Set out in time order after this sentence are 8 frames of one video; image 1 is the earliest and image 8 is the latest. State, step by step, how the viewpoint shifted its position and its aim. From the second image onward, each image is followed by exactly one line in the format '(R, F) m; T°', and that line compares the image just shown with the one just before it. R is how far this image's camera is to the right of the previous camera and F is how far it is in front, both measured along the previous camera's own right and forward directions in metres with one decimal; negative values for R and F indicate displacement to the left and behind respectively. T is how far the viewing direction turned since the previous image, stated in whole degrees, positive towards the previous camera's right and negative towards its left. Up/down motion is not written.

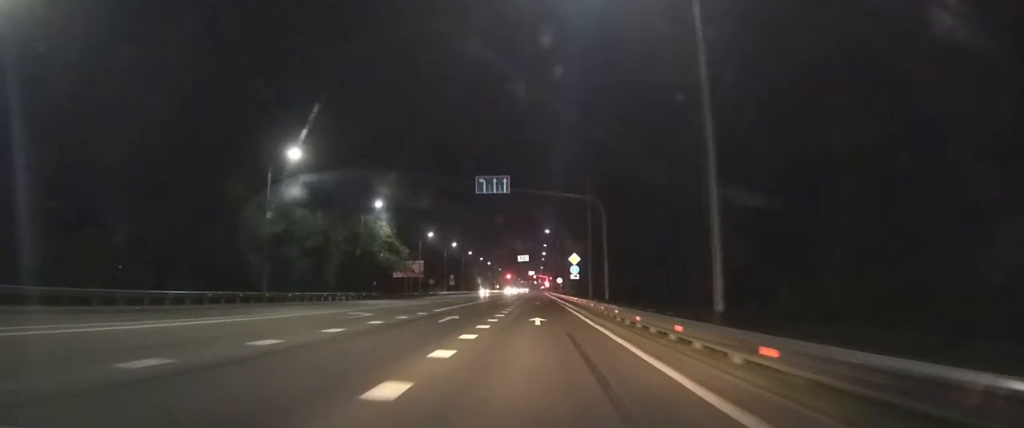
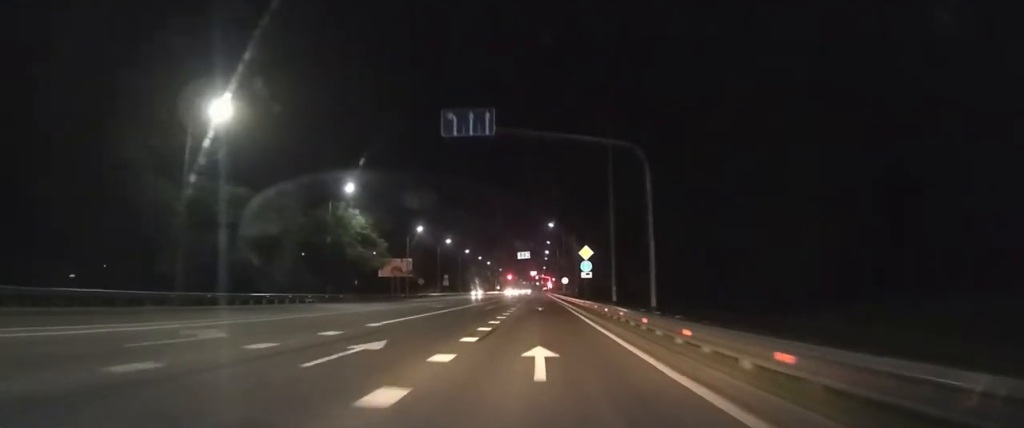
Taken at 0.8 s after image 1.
(+0.1, +12.0) m; 0°
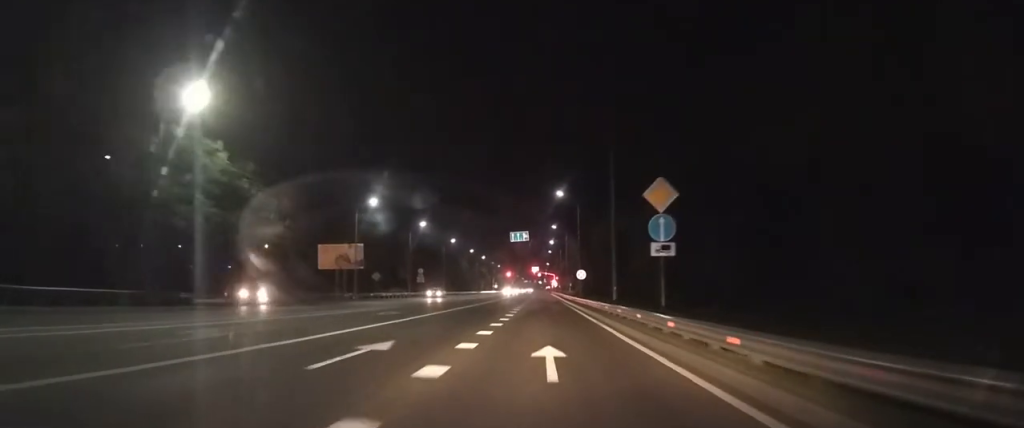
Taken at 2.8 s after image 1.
(-0.1, +29.2) m; 0°
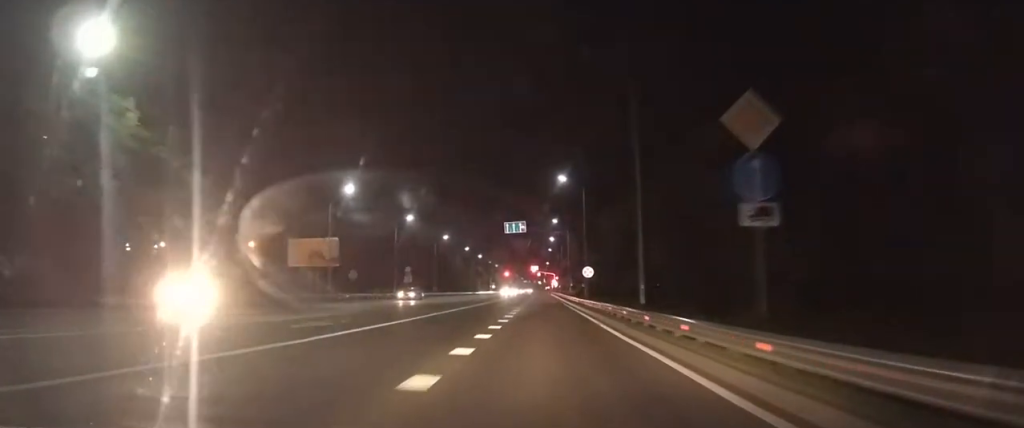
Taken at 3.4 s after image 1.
(0.0, +8.8) m; 0°
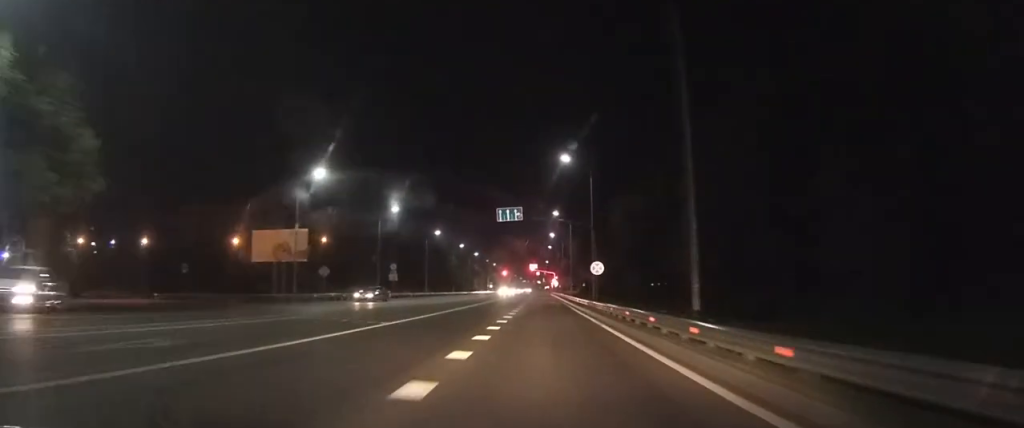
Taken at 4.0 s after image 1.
(0.0, +8.4) m; 0°
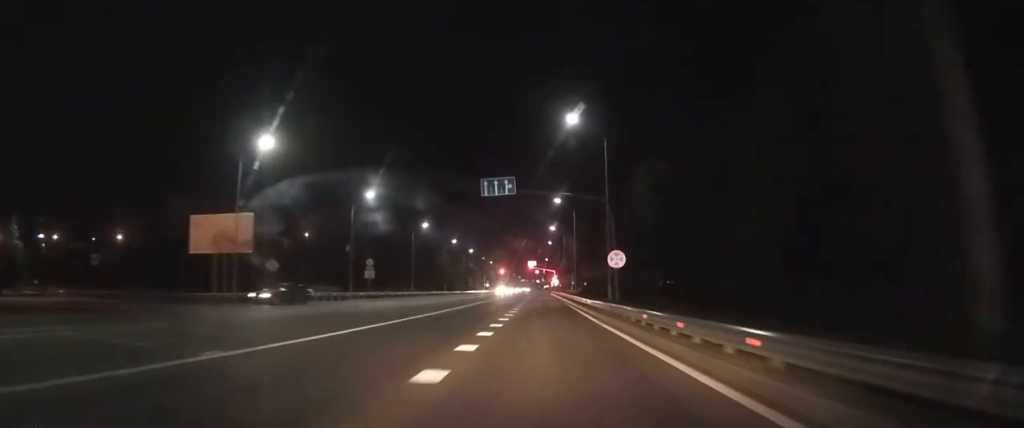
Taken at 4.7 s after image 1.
(-0.1, +10.8) m; 0°
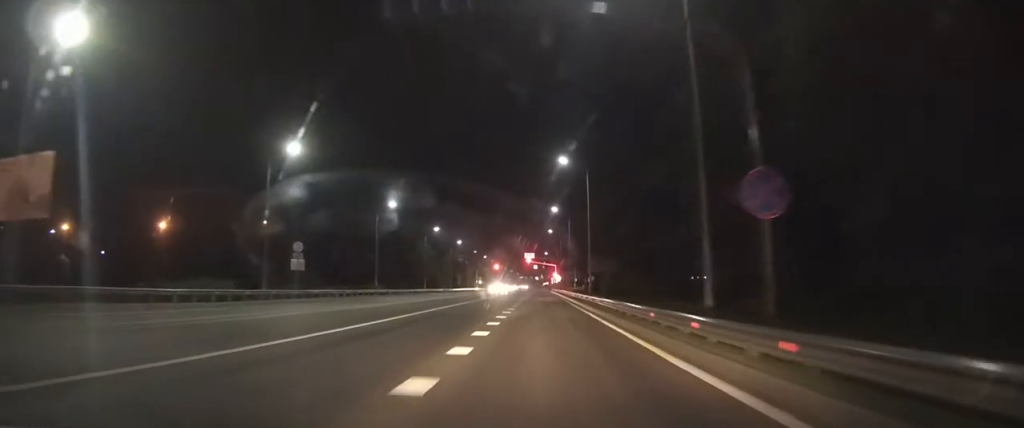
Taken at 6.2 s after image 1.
(-0.1, +21.1) m; -1°
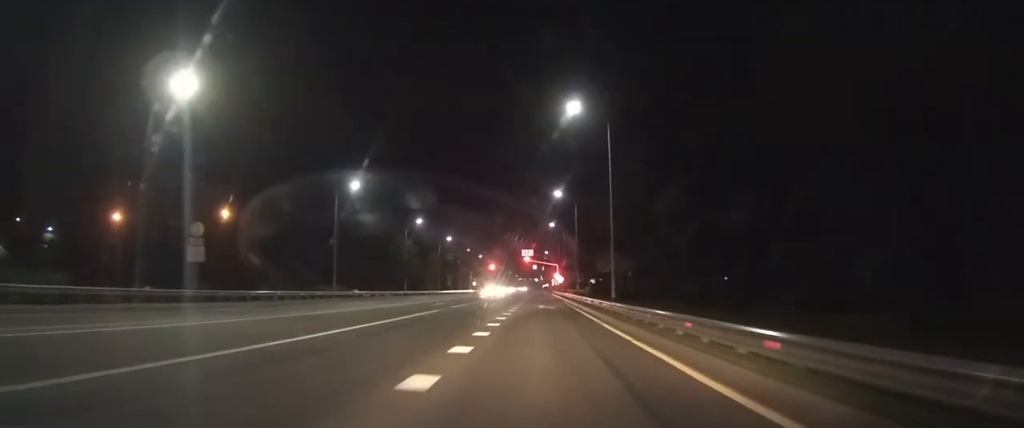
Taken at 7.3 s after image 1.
(-0.2, +15.9) m; -1°
